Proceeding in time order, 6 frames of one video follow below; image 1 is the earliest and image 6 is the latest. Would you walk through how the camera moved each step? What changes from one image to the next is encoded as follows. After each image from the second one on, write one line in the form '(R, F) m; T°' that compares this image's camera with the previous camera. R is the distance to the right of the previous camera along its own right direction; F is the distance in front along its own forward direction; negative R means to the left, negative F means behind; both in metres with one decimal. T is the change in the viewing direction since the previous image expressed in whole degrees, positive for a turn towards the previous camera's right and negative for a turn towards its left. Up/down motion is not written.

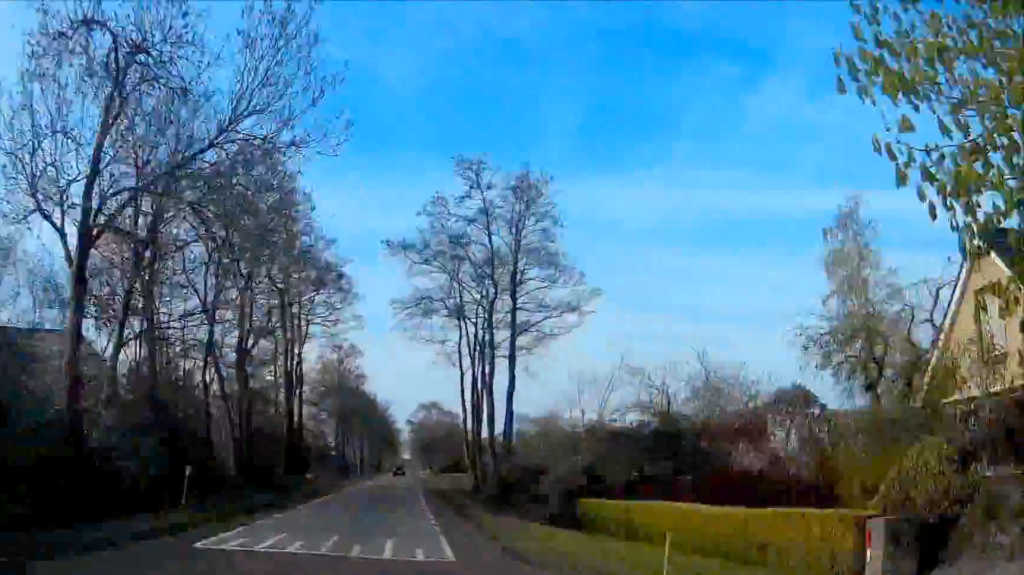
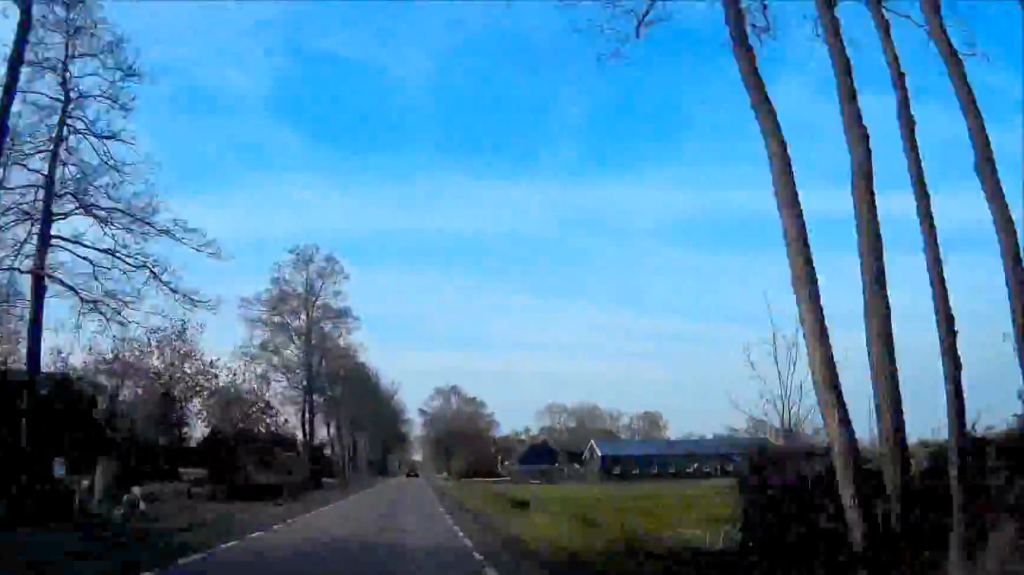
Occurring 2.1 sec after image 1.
(-0.4, +37.7) m; -1°
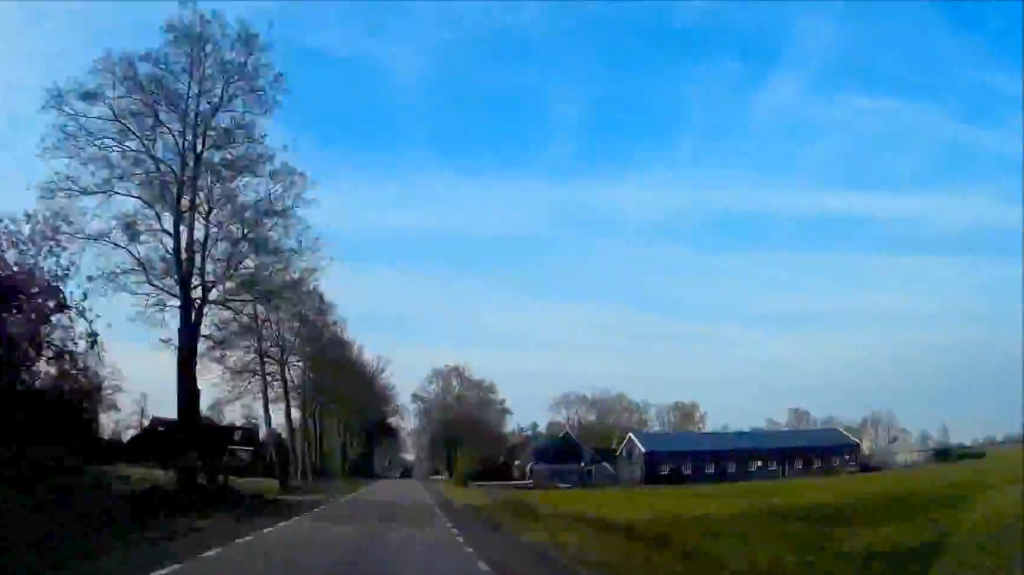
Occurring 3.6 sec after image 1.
(-0.2, +27.9) m; 0°
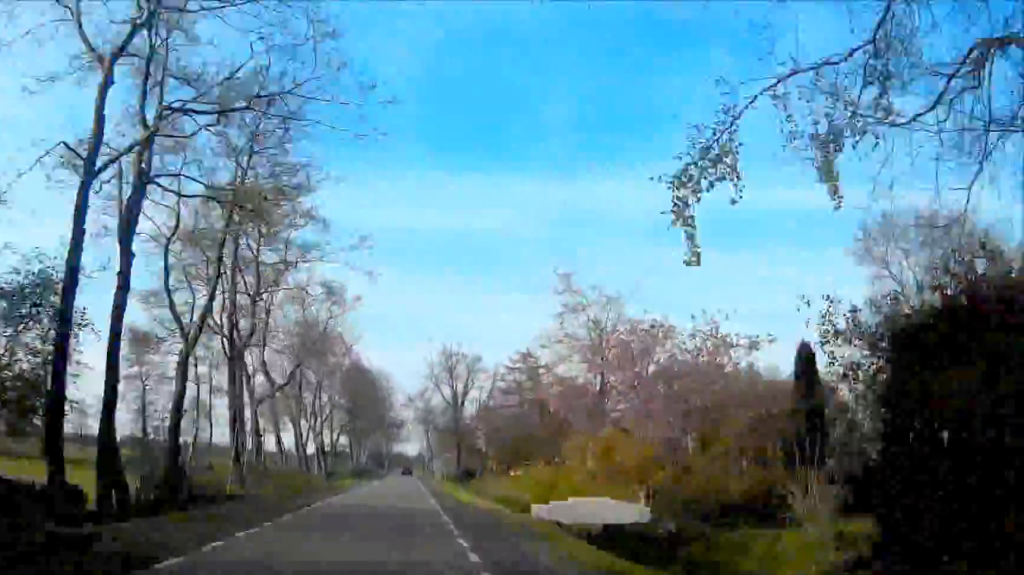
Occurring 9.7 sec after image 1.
(+1.9, +110.8) m; +2°
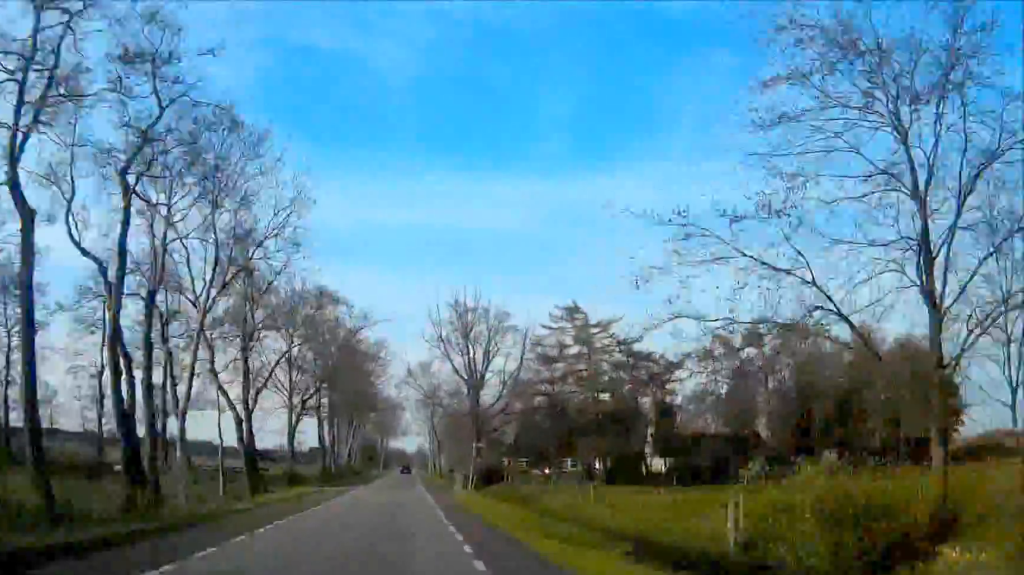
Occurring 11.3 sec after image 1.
(0.0, +29.2) m; 0°
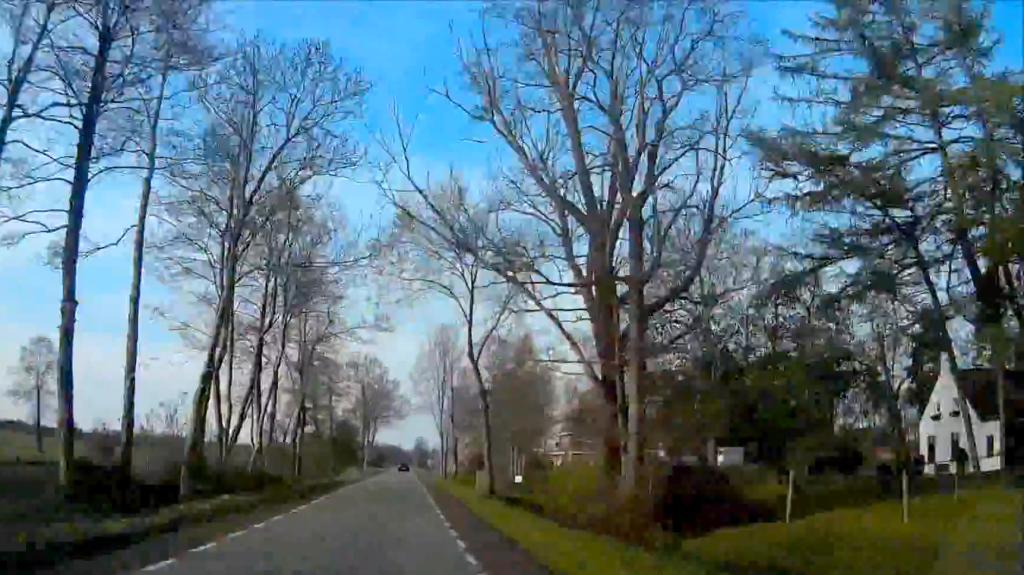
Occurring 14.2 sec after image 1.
(+0.2, +52.5) m; 0°
